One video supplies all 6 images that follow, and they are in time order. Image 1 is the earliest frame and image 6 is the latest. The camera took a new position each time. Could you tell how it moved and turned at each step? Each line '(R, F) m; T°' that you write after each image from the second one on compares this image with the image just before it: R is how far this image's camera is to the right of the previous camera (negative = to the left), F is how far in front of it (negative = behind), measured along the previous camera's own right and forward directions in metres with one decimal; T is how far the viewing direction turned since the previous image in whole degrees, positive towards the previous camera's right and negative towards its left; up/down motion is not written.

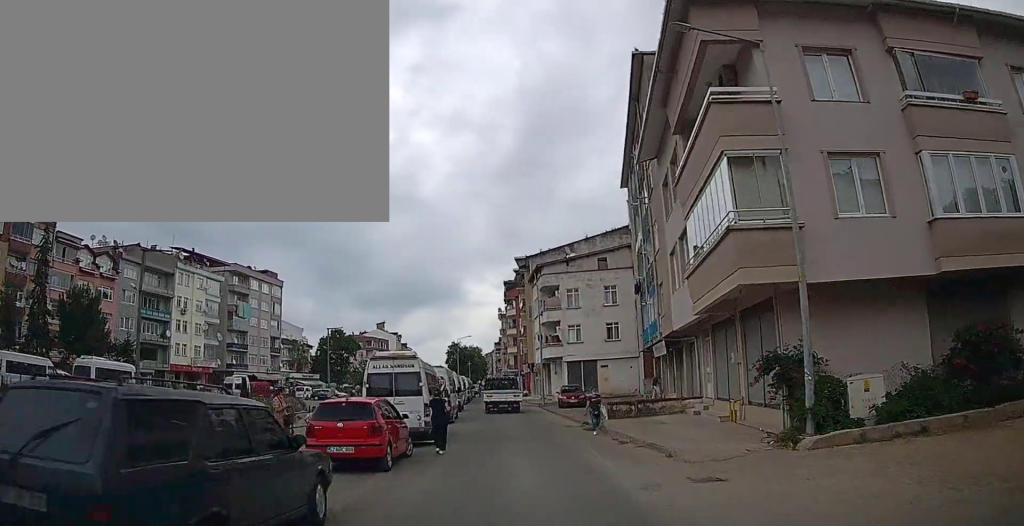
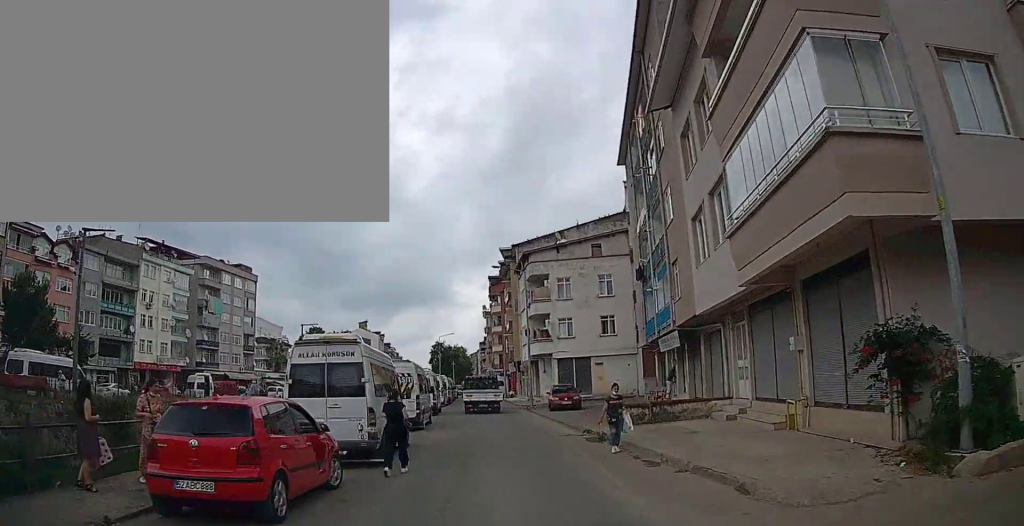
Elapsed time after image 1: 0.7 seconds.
(0.0, +4.5) m; +1°
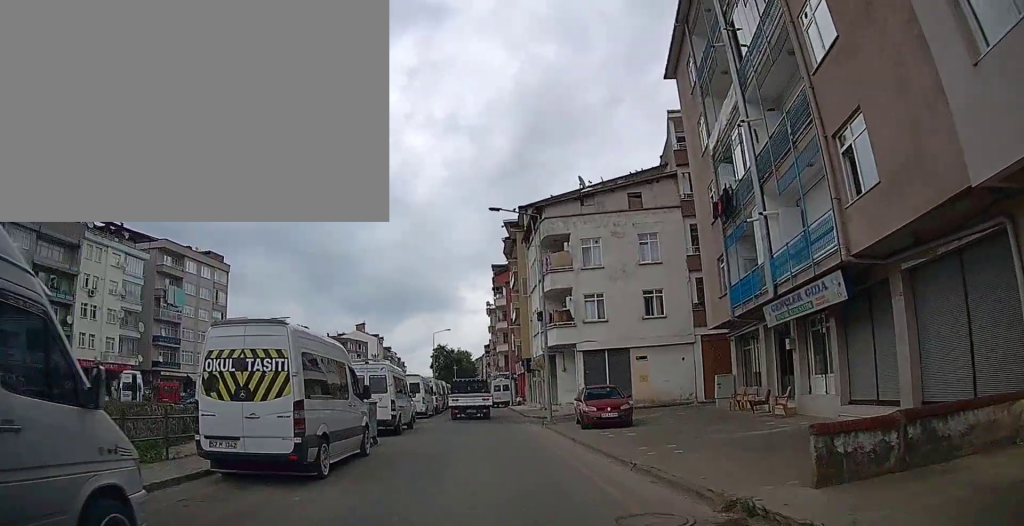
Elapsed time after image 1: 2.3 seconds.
(-0.1, +12.1) m; -3°
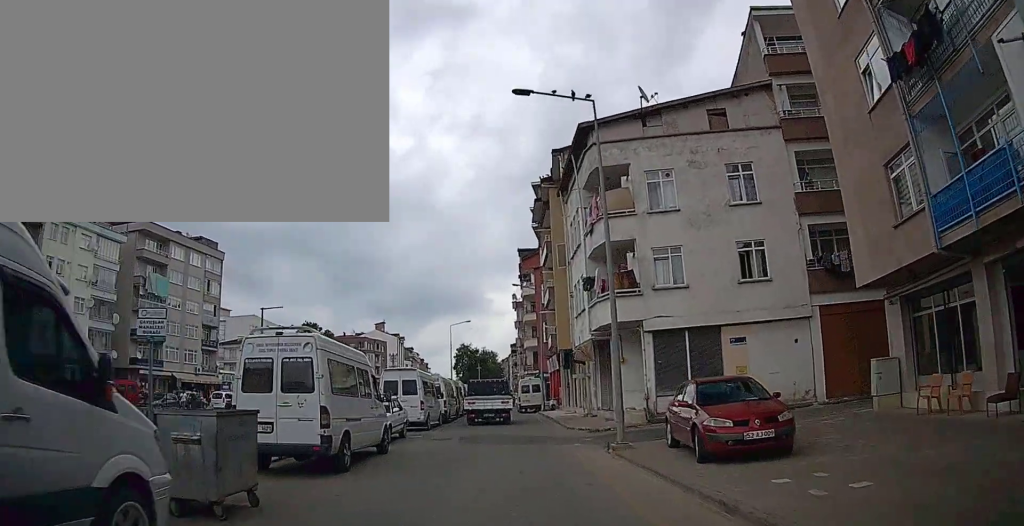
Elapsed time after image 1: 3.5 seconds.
(-0.2, +9.6) m; -3°
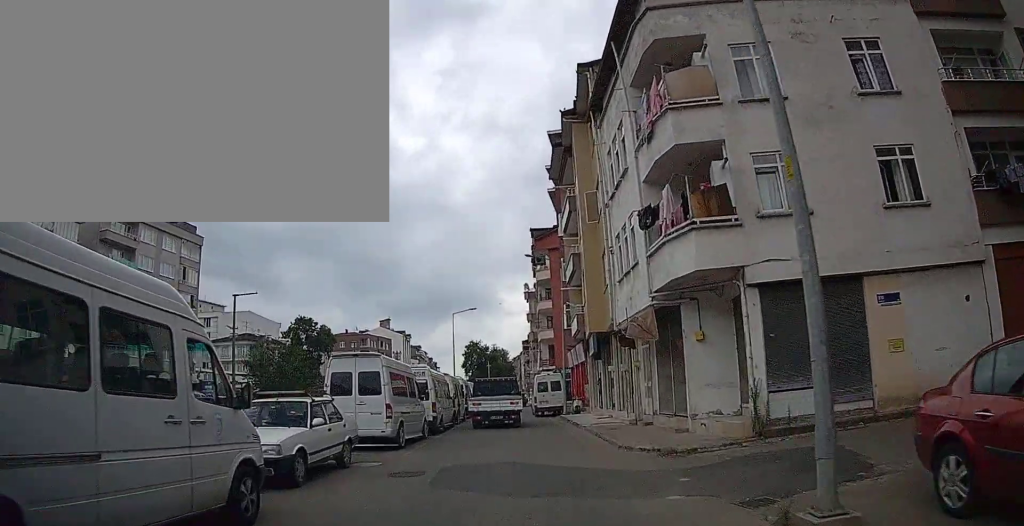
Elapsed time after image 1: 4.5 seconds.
(-0.3, +8.3) m; -2°
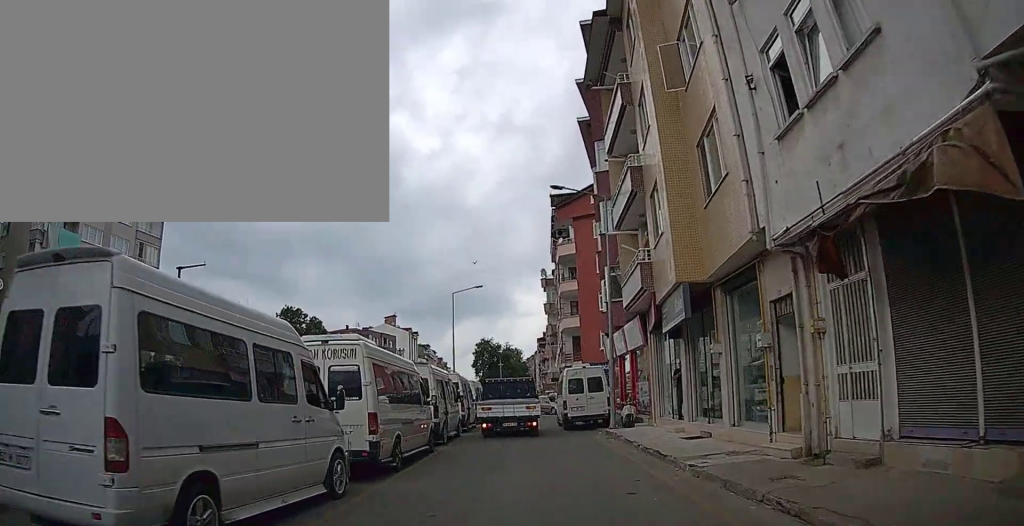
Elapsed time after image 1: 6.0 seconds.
(+0.1, +11.1) m; +3°
